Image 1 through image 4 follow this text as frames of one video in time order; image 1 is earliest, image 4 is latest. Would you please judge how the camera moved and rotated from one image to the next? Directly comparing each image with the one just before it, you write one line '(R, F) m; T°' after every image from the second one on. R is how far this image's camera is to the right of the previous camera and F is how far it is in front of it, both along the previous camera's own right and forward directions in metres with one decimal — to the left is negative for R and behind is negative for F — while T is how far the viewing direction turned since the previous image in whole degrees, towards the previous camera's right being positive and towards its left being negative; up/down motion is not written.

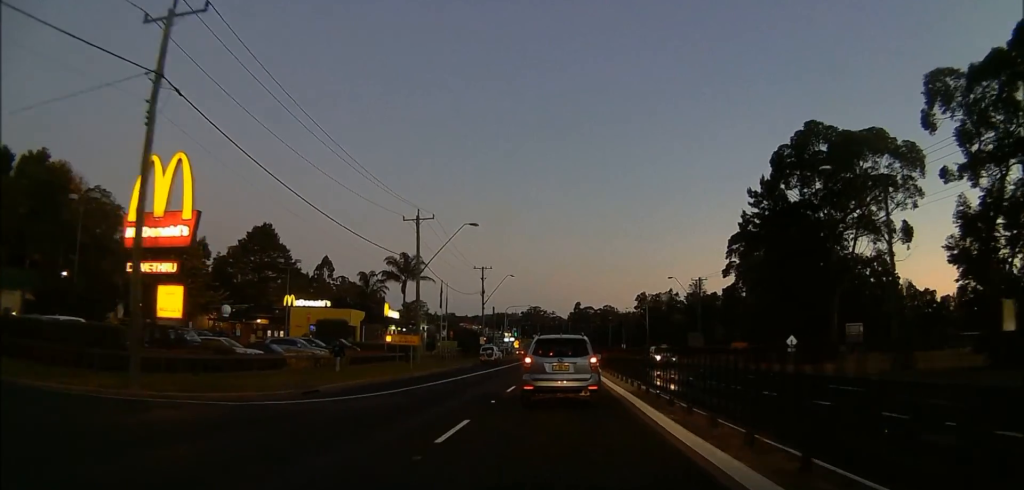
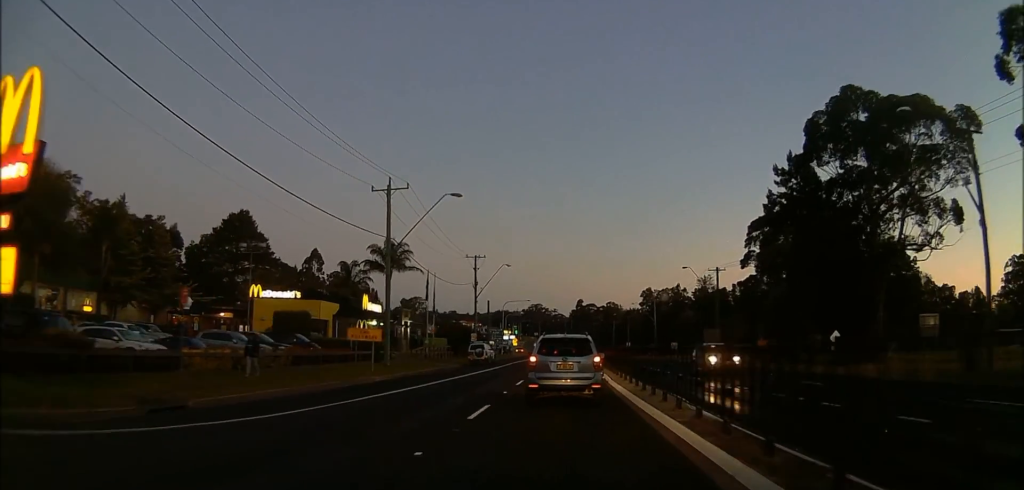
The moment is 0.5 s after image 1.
(-0.1, +10.1) m; 0°
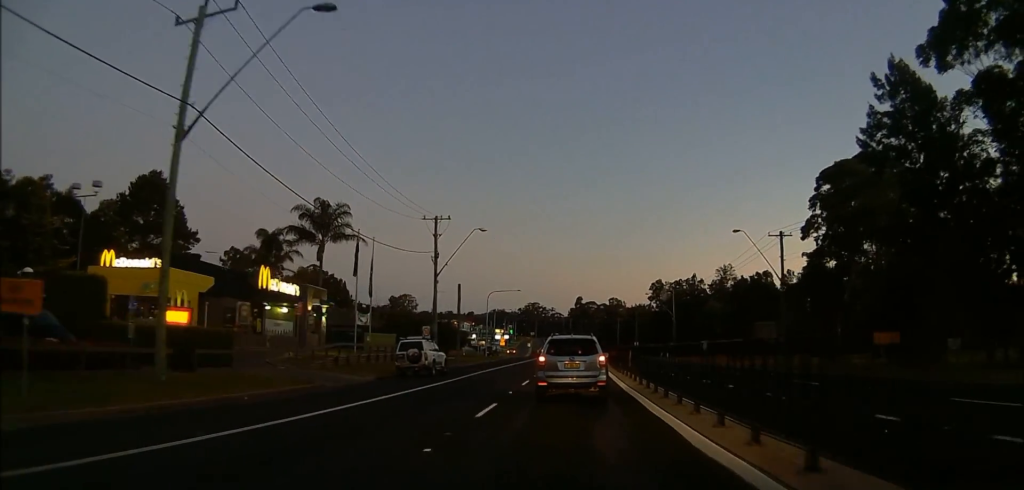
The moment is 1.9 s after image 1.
(0.0, +26.1) m; +1°
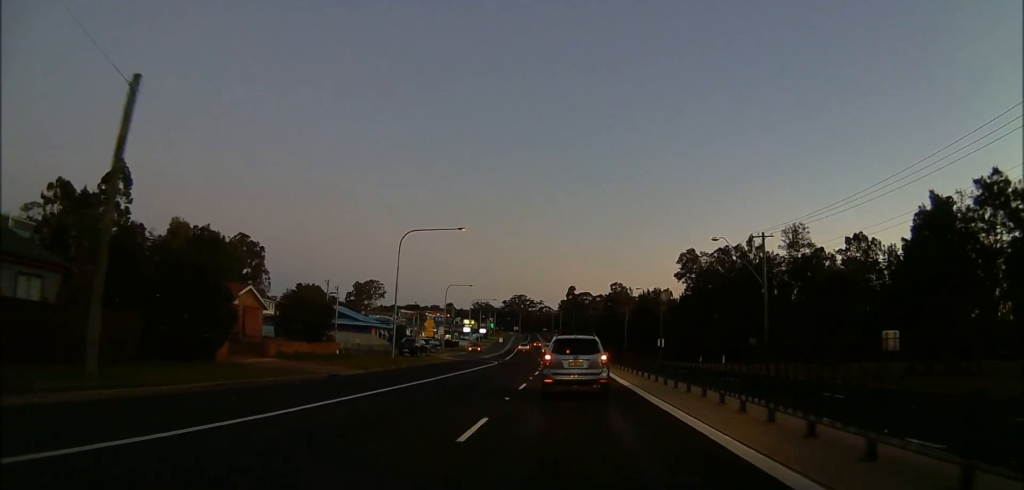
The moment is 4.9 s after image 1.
(+1.7, +54.1) m; 0°
